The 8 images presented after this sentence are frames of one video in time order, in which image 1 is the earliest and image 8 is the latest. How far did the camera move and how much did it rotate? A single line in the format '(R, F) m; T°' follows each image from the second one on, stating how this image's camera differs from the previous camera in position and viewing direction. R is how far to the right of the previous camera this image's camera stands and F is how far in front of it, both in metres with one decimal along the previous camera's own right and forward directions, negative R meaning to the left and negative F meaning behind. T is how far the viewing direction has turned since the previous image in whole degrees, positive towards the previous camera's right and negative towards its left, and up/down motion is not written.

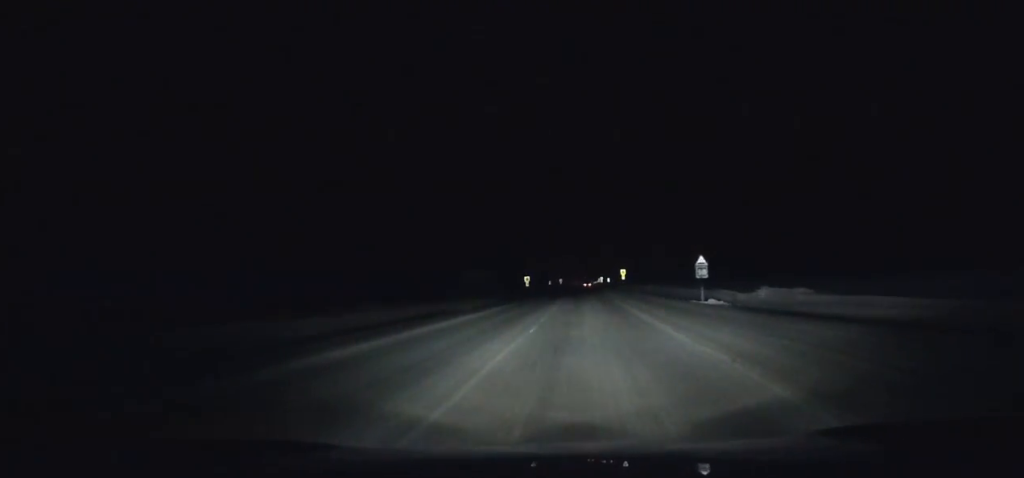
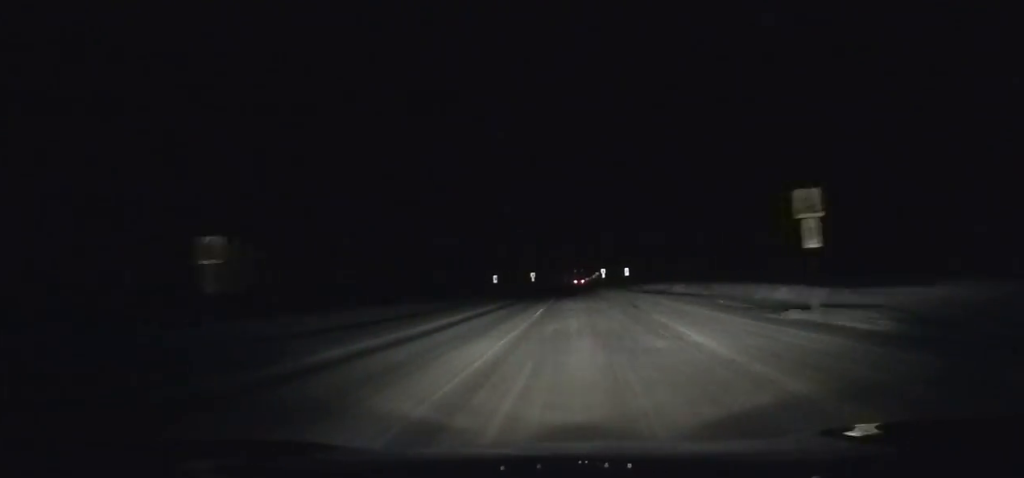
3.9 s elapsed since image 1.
(+2.0, +99.8) m; +2°
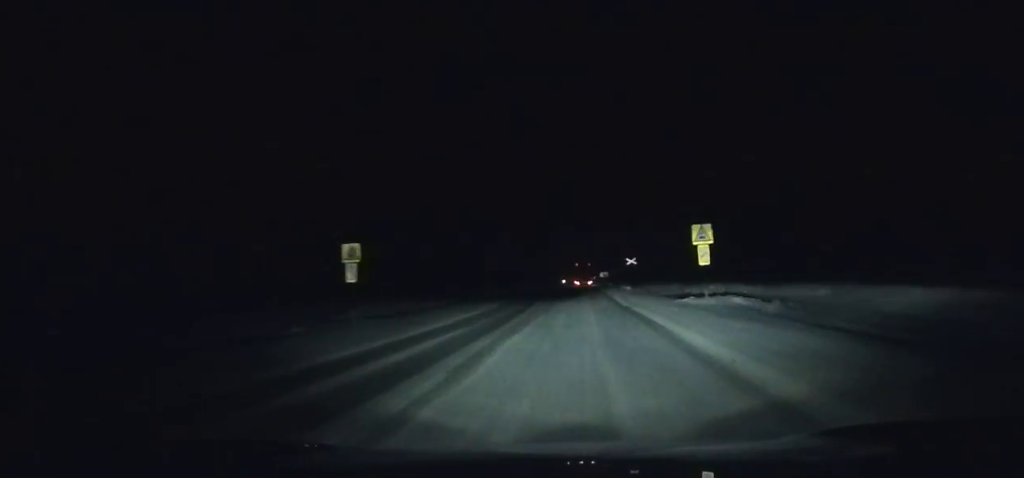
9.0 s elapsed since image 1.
(+0.9, +112.2) m; 0°
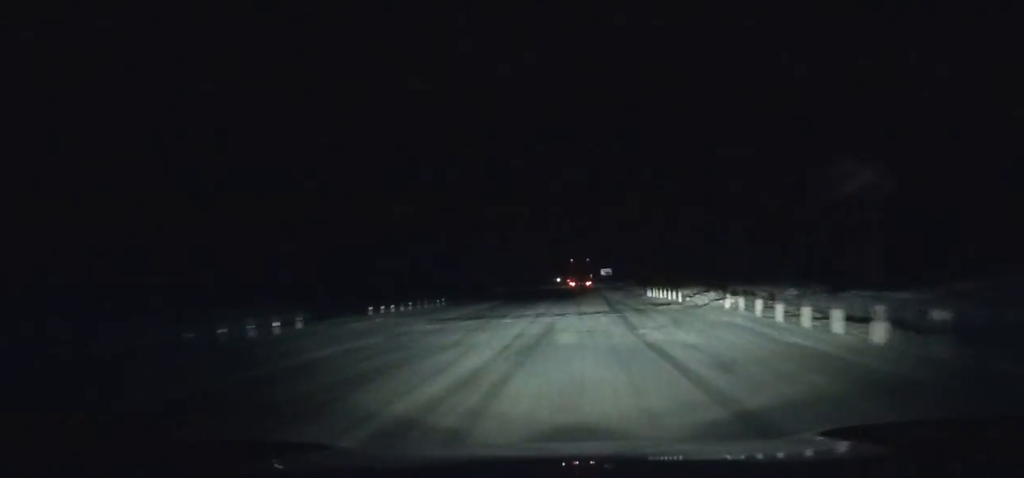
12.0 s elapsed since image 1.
(-0.1, +54.4) m; 0°
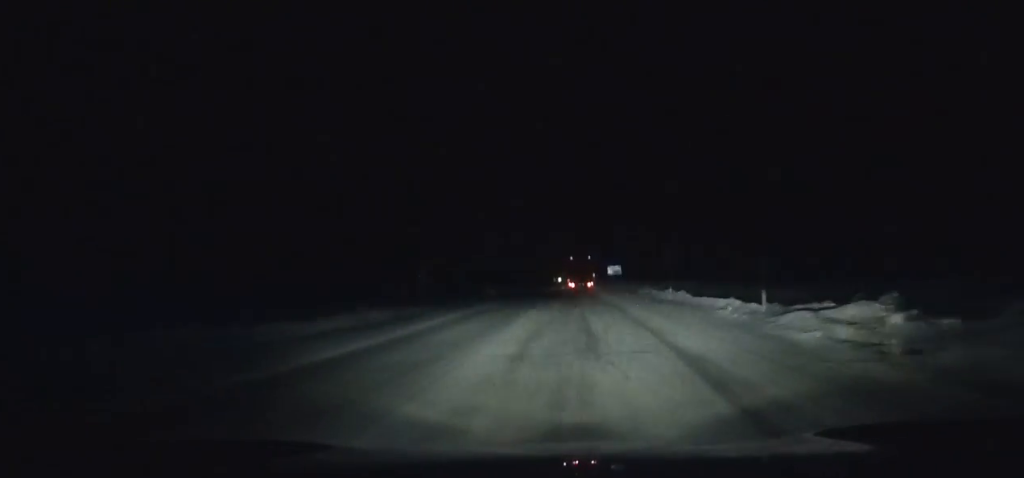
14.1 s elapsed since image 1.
(0.0, +33.8) m; -1°
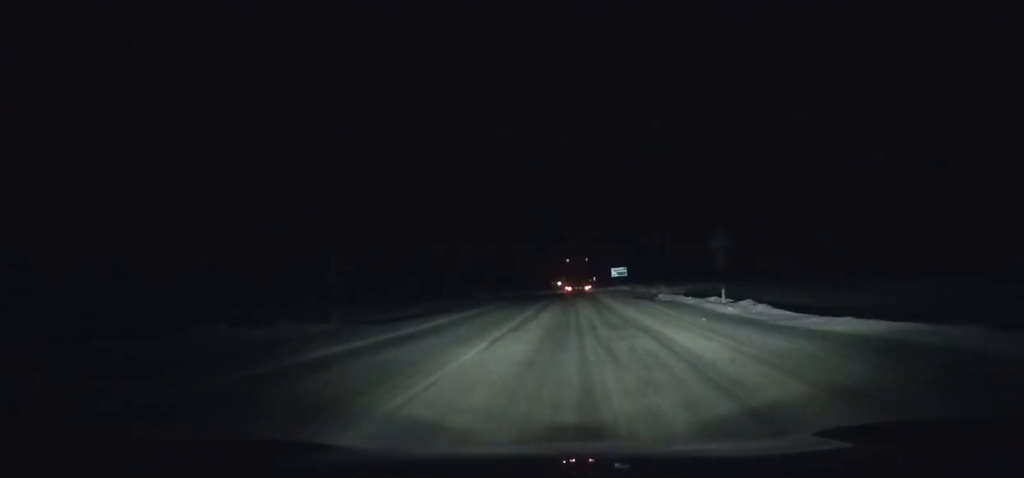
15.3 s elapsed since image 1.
(0.0, +17.9) m; -1°
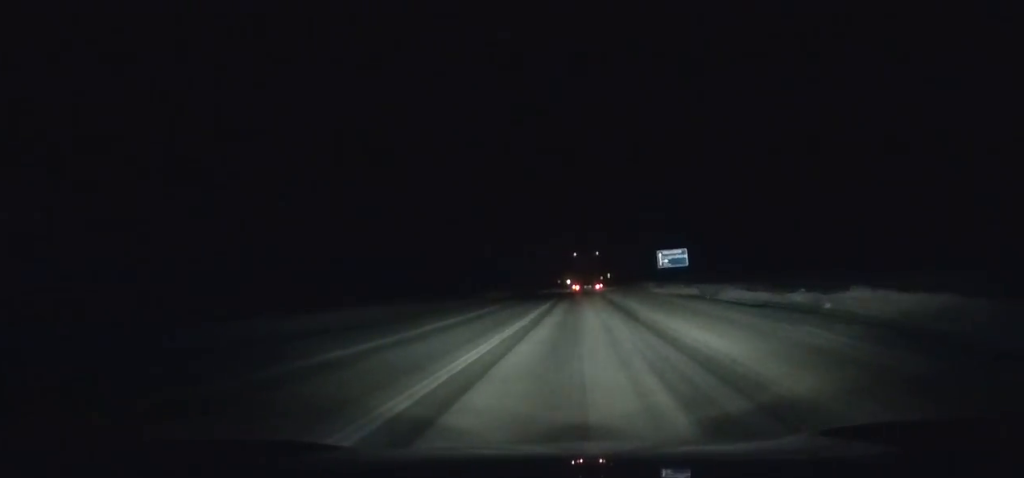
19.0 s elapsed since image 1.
(-0.9, +52.9) m; -2°
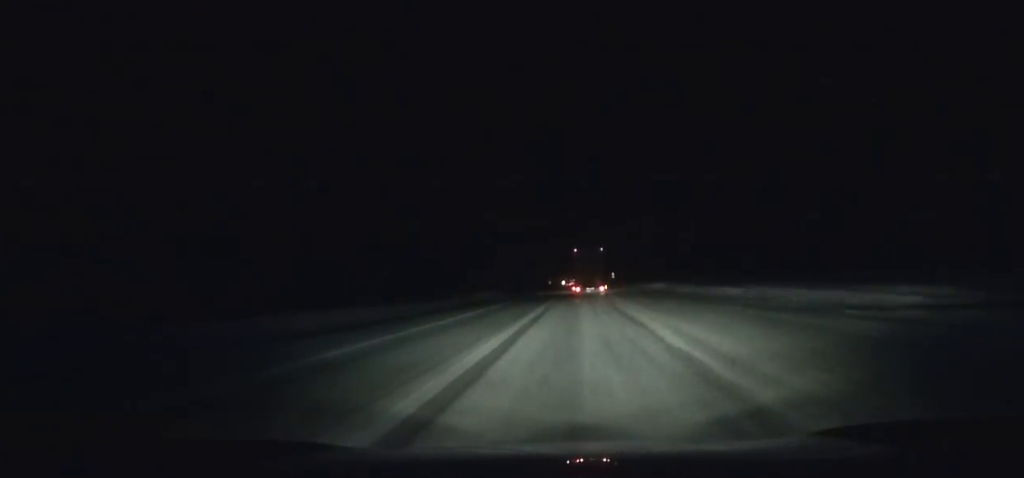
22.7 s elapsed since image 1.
(-0.3, +52.5) m; 0°
